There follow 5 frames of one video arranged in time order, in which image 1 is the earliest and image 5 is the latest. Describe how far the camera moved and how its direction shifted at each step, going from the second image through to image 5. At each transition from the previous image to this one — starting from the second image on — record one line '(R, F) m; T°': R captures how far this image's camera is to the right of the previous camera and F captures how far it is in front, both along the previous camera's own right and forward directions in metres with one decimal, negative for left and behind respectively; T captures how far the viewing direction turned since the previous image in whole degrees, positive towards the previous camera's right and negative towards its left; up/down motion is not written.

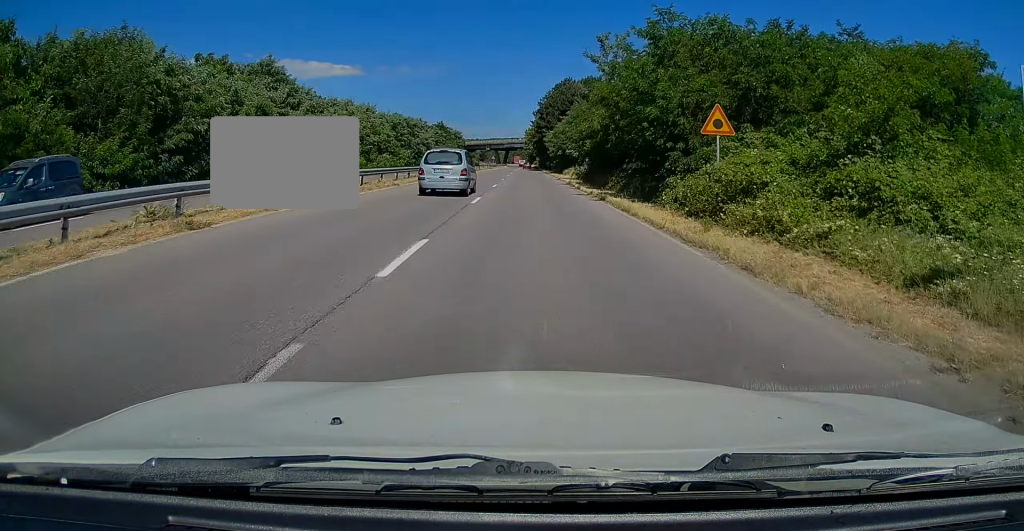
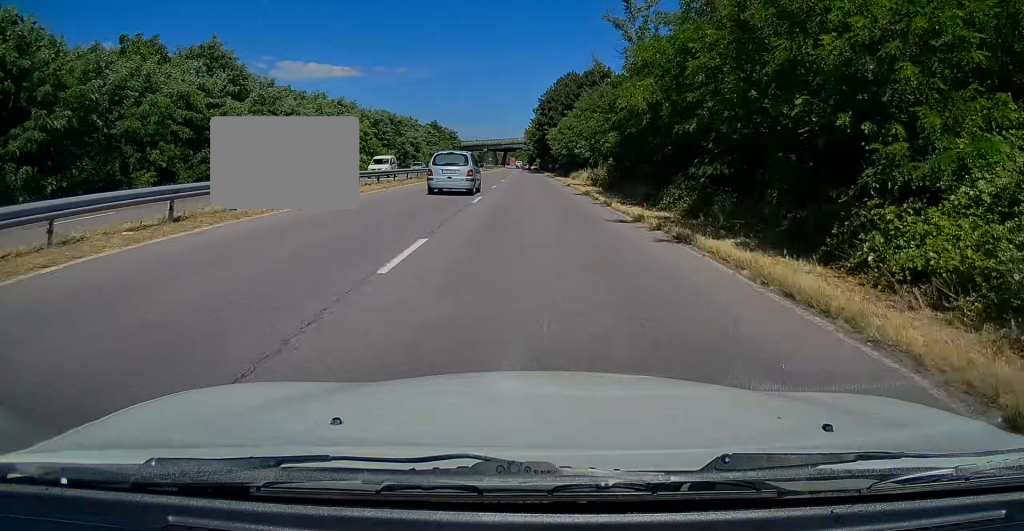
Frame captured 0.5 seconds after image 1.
(+0.2, +11.7) m; 0°
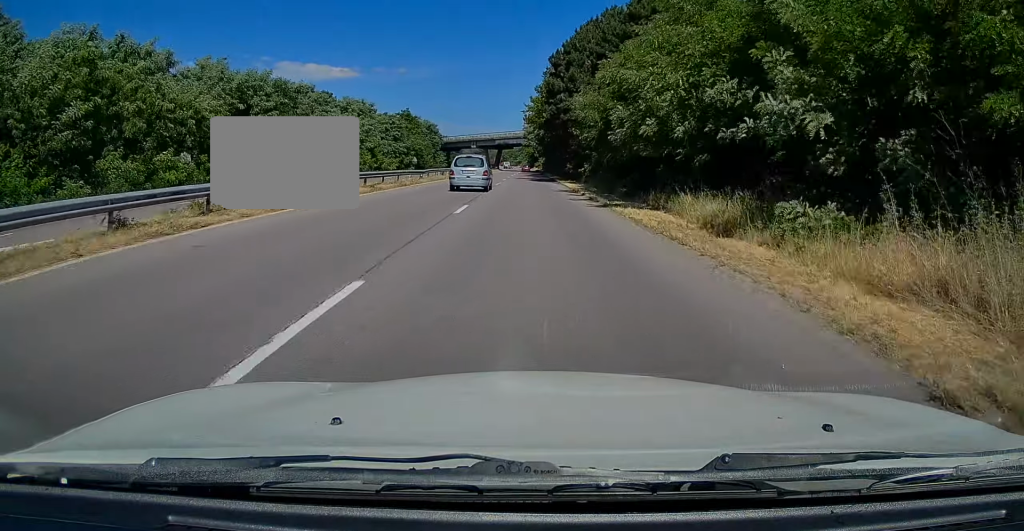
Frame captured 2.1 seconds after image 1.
(-0.3, +39.7) m; 0°
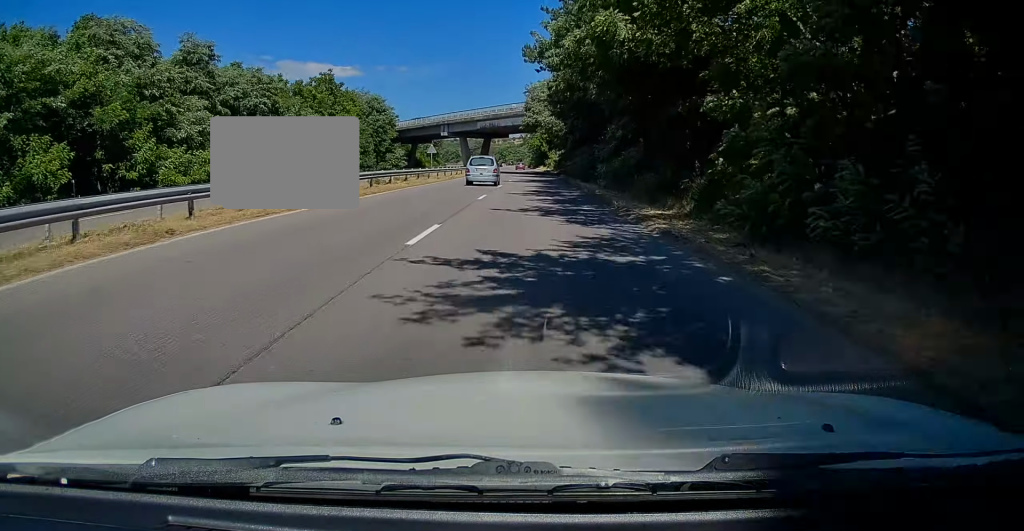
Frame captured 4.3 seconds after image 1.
(-0.2, +54.0) m; -1°
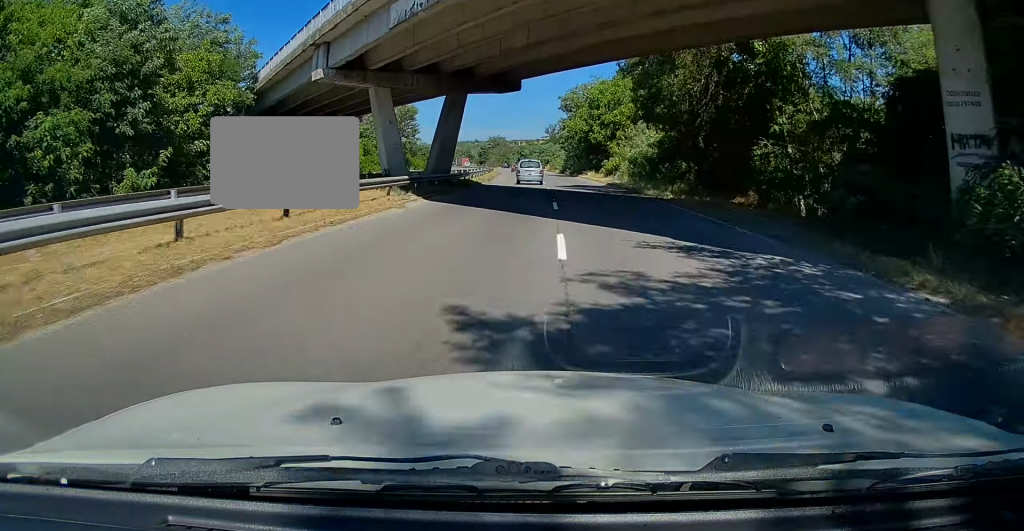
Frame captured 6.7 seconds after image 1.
(-1.0, +60.6) m; -2°
